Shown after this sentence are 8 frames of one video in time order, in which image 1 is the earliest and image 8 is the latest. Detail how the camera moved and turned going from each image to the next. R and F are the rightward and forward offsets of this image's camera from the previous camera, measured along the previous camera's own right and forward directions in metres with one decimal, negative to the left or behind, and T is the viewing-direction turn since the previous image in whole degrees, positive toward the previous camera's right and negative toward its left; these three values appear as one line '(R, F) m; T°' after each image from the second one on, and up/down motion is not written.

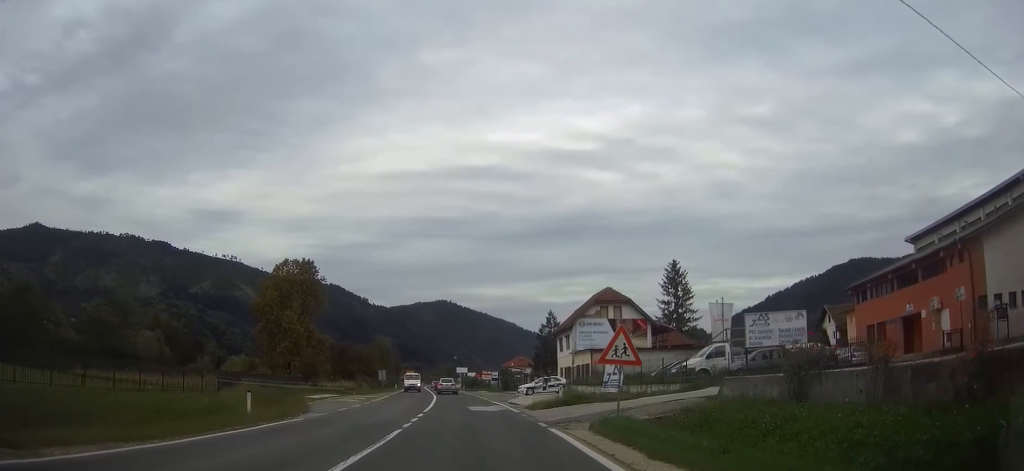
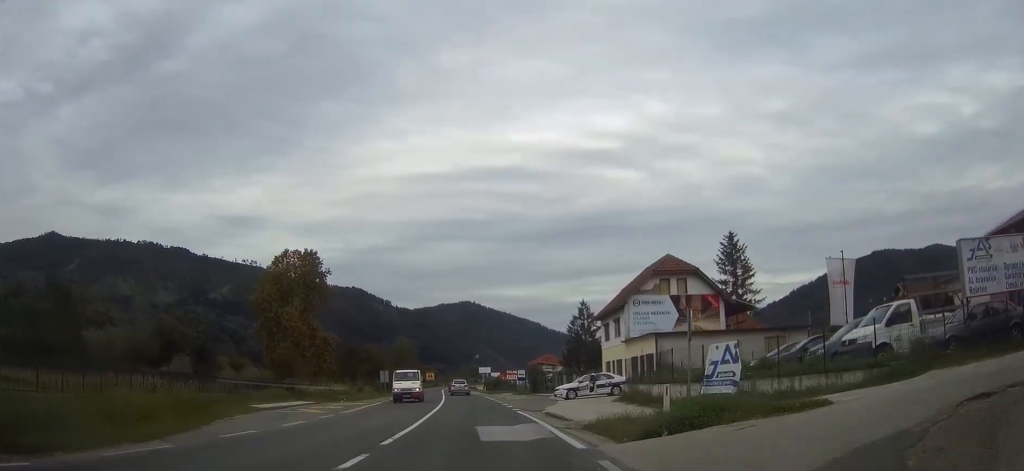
(-0.2, +15.2) m; -2°
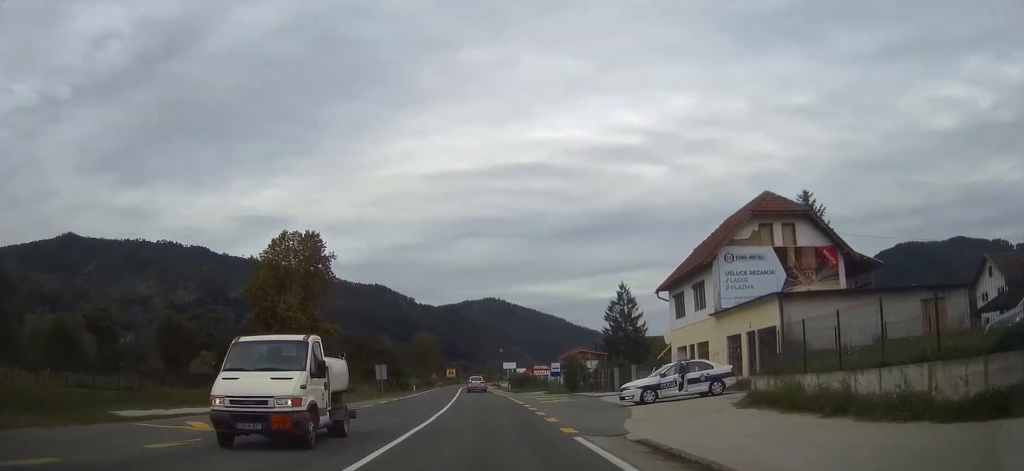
(-0.3, +15.3) m; -2°
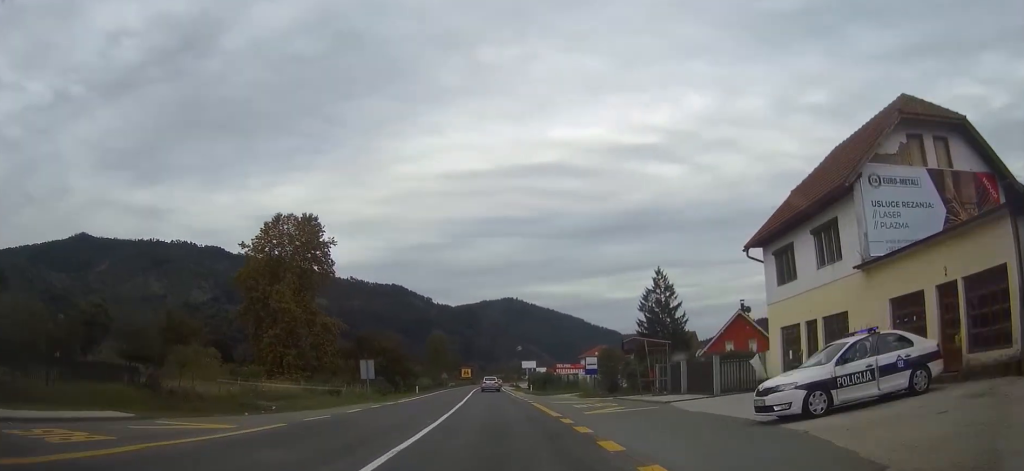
(-0.1, +12.6) m; -1°
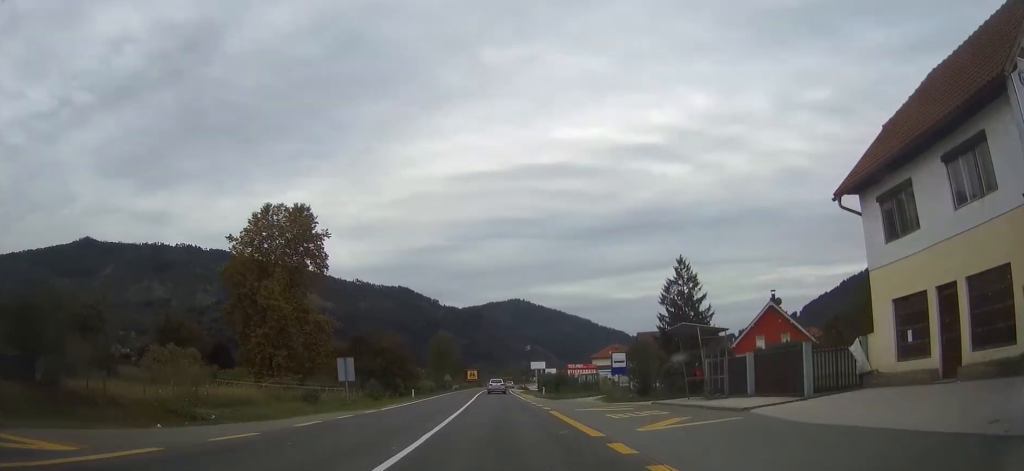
(+0.1, +7.9) m; -1°
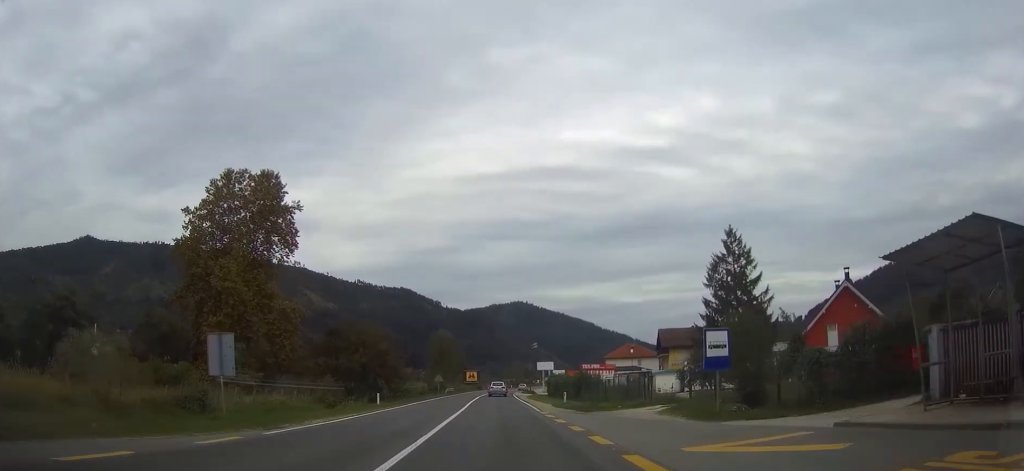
(-0.3, +16.6) m; -1°
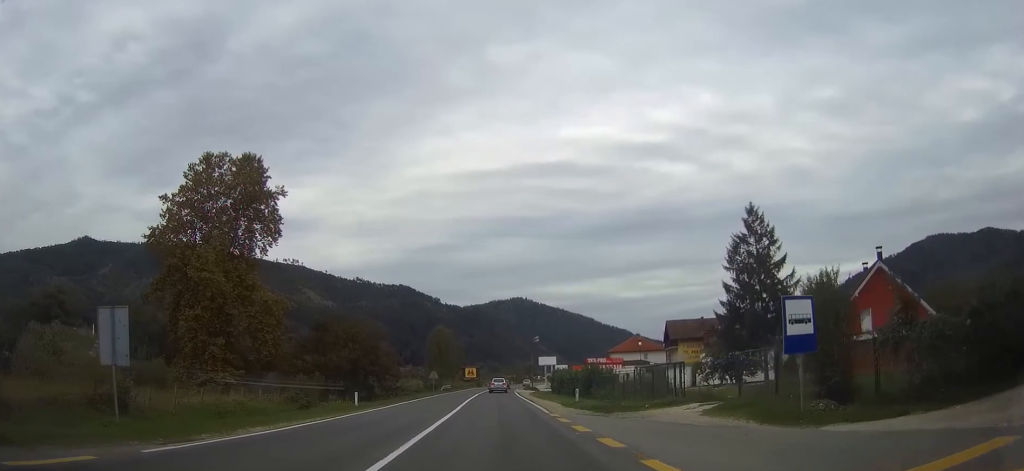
(+0.1, +6.0) m; 0°
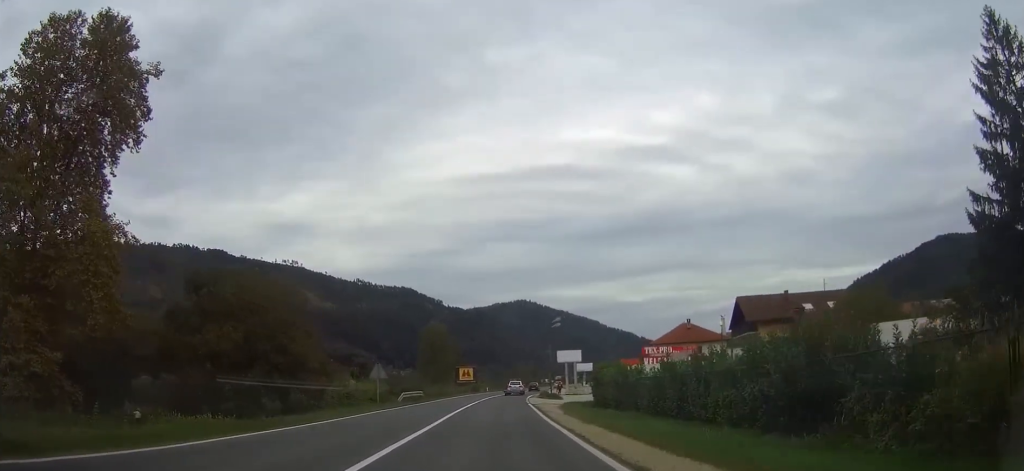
(+0.1, +34.1) m; 0°
